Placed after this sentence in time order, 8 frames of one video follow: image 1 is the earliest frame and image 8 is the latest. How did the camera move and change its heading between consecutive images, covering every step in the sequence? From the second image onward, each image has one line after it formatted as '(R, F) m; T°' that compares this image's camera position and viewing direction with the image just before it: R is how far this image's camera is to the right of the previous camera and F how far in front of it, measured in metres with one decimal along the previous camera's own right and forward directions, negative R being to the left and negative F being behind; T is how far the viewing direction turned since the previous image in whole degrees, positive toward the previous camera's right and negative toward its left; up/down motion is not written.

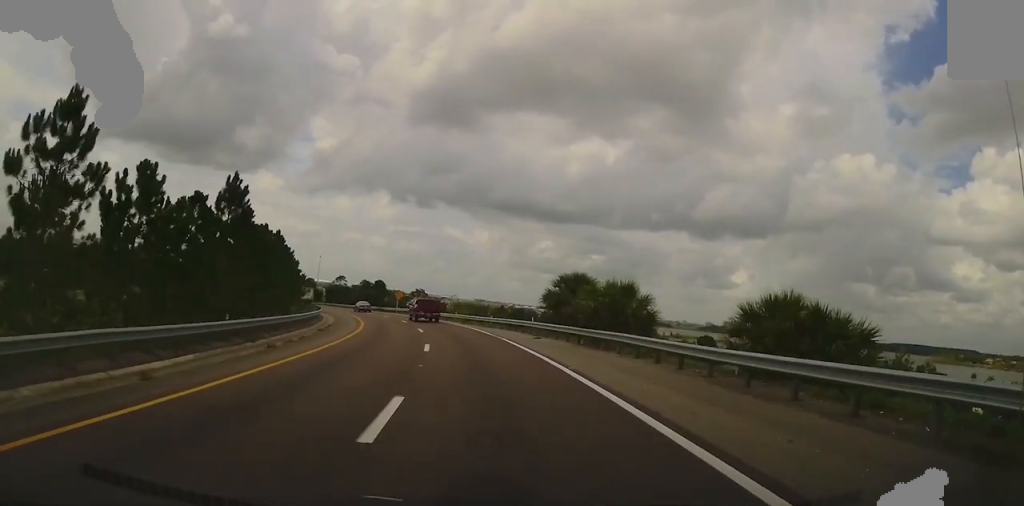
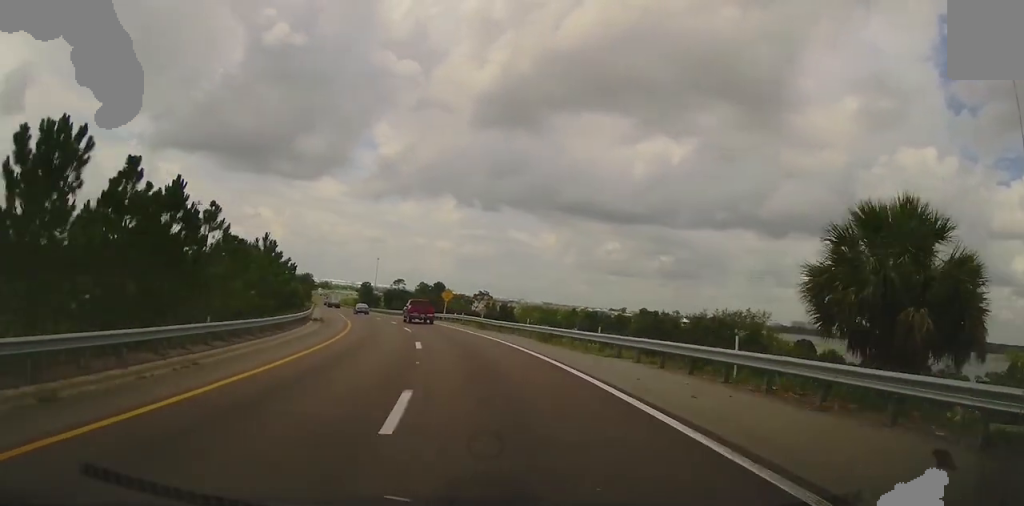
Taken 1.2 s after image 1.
(-1.8, +25.5) m; -8°
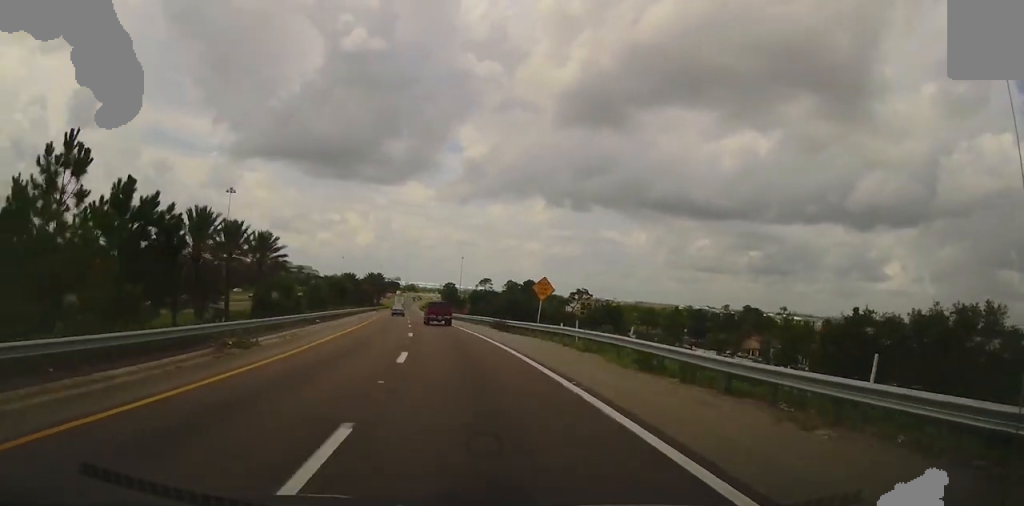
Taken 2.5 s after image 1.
(-1.9, +29.4) m; -7°
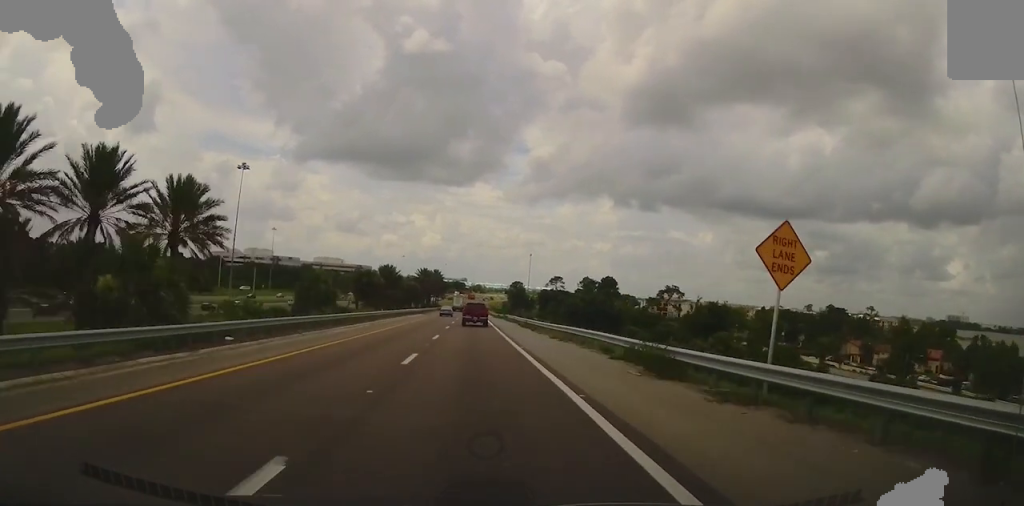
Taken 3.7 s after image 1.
(-1.6, +26.0) m; -6°
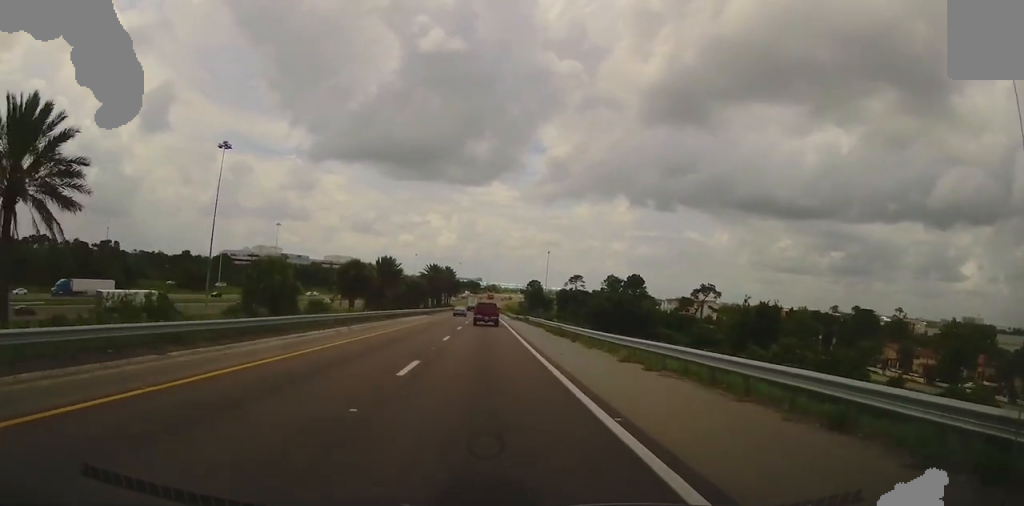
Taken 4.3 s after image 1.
(-0.6, +14.4) m; -2°
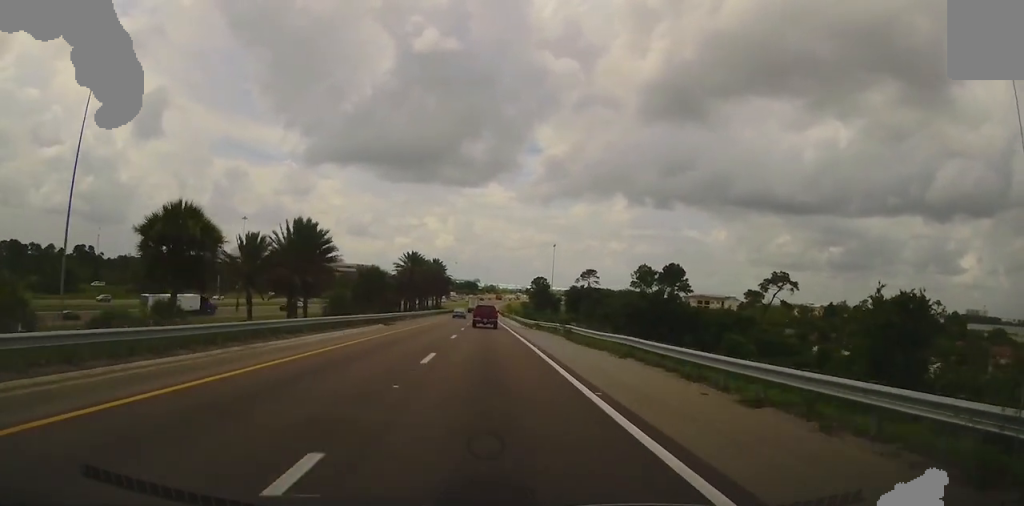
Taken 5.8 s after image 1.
(+0.3, +35.6) m; +1°
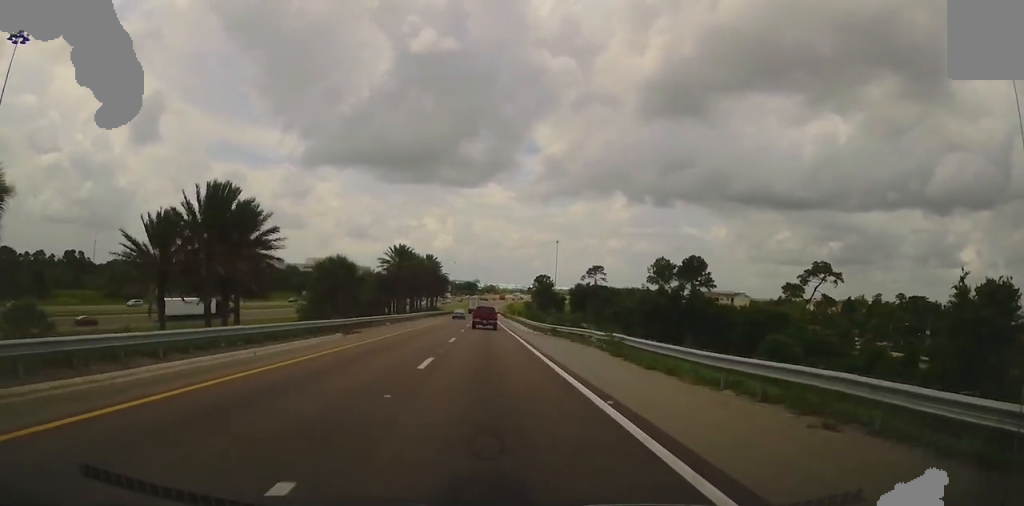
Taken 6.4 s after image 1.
(+0.1, +13.8) m; 0°
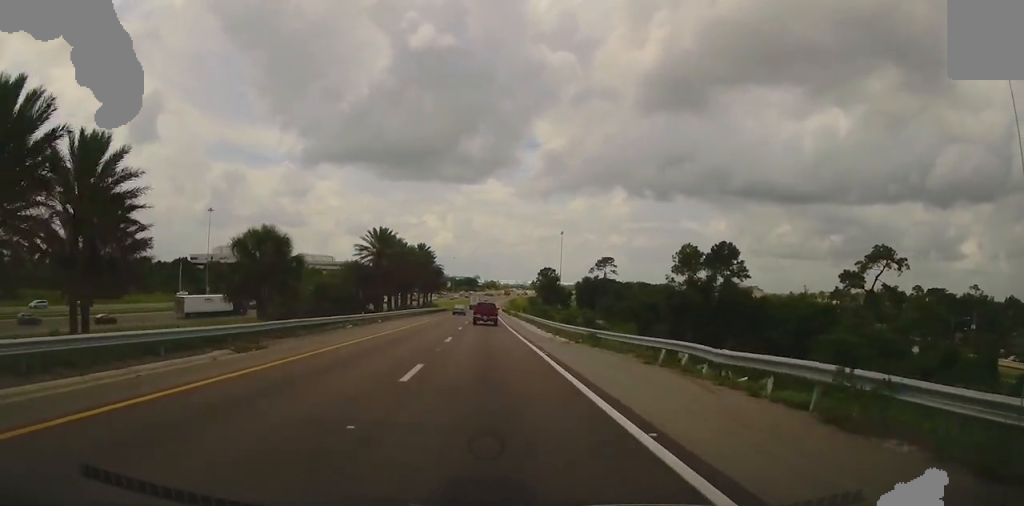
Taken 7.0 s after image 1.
(-0.1, +15.6) m; 0°
